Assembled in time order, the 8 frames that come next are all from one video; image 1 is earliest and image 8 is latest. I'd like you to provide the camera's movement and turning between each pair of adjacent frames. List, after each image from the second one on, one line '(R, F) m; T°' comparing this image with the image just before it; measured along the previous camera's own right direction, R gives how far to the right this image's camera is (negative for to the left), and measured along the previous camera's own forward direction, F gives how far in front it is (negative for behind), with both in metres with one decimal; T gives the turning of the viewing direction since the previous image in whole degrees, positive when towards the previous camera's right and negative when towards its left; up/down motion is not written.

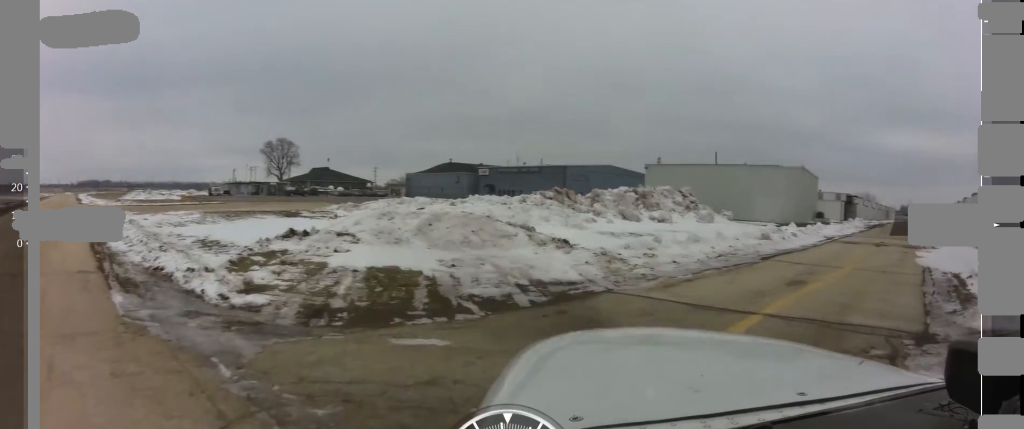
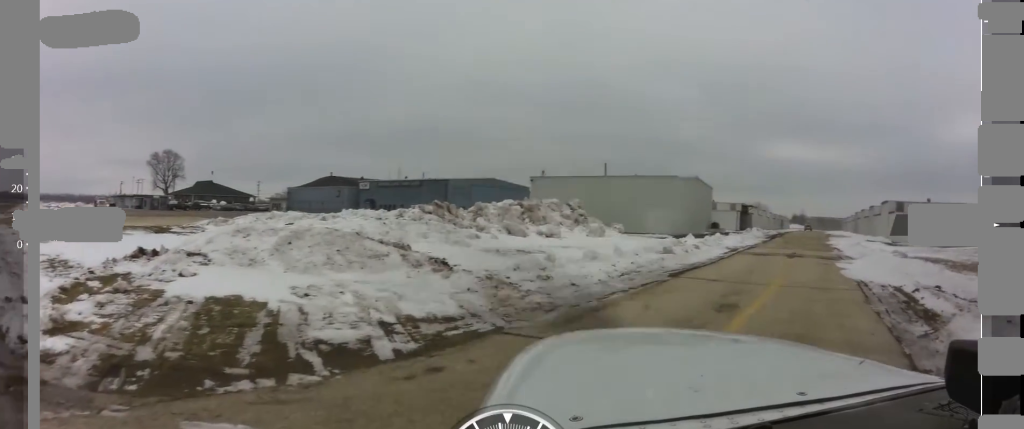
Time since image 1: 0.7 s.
(+0.4, +2.6) m; +10°
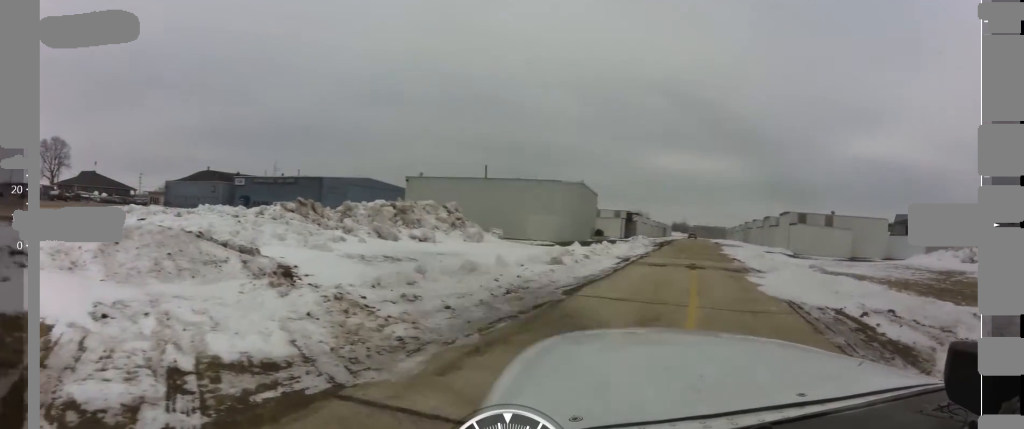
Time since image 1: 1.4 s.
(+0.2, +2.8) m; +6°
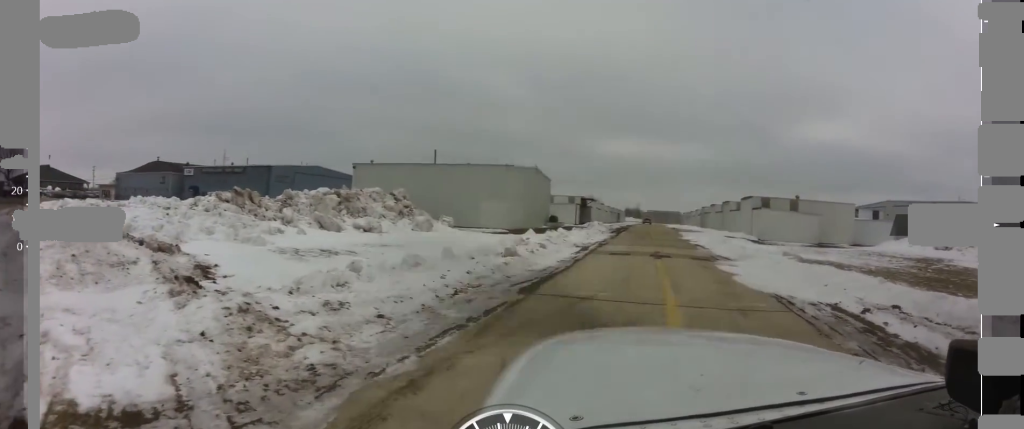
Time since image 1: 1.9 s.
(+0.1, +1.7) m; +2°
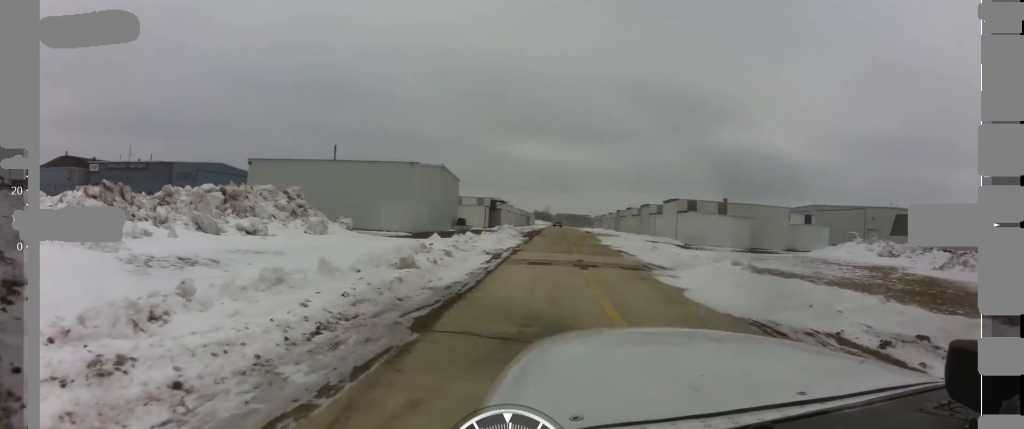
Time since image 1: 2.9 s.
(0.0, +3.1) m; +1°
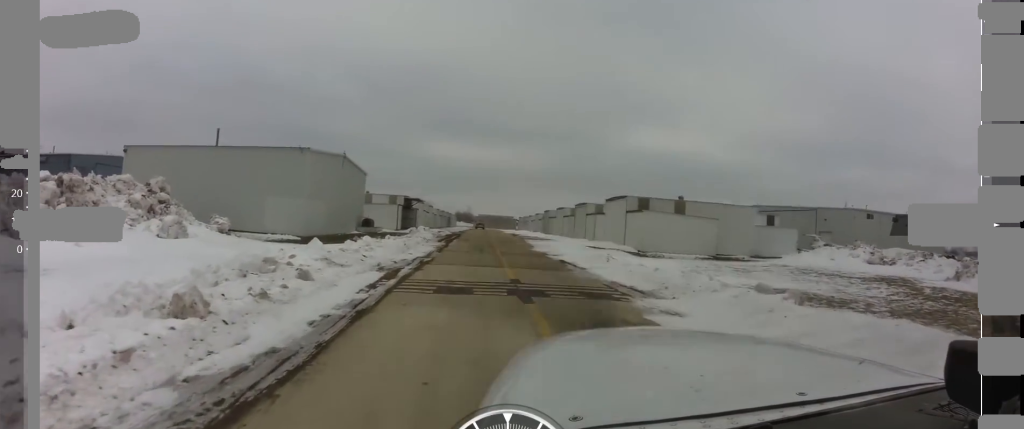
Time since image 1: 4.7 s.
(0.0, +6.3) m; 0°
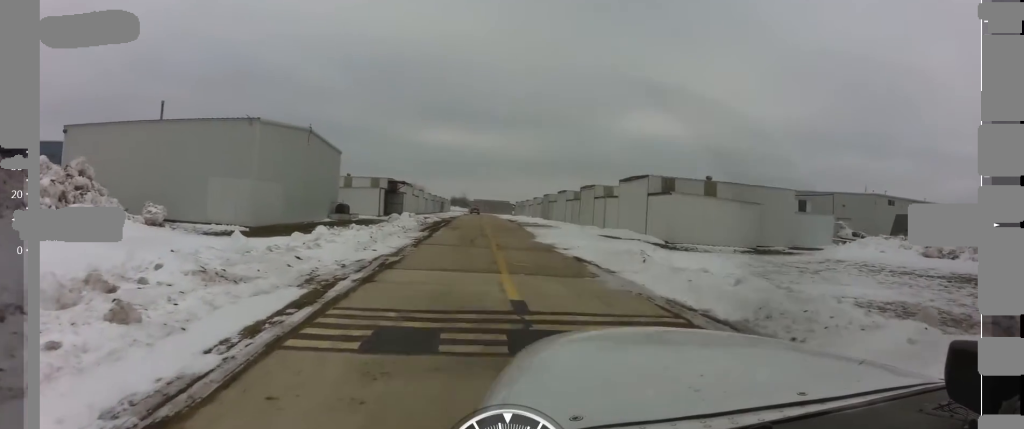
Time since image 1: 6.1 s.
(0.0, +5.5) m; 0°
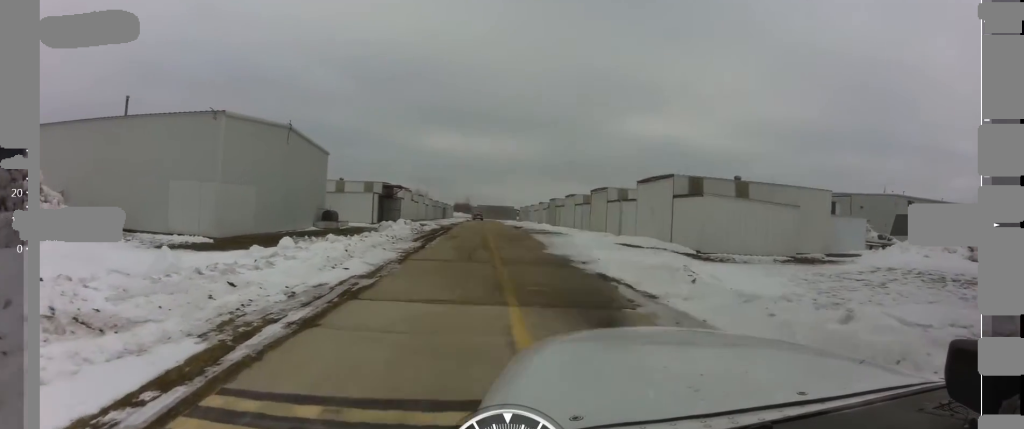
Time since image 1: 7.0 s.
(0.0, +3.4) m; 0°
